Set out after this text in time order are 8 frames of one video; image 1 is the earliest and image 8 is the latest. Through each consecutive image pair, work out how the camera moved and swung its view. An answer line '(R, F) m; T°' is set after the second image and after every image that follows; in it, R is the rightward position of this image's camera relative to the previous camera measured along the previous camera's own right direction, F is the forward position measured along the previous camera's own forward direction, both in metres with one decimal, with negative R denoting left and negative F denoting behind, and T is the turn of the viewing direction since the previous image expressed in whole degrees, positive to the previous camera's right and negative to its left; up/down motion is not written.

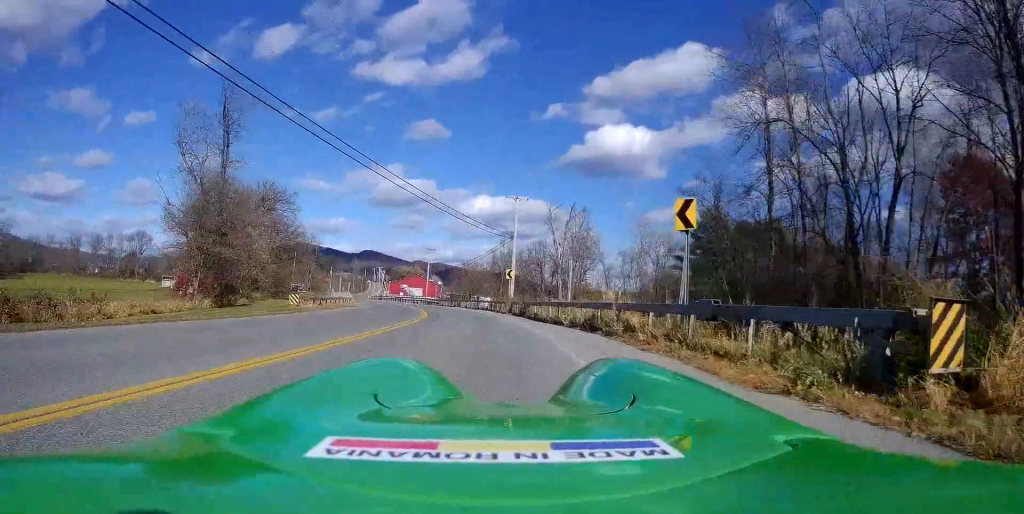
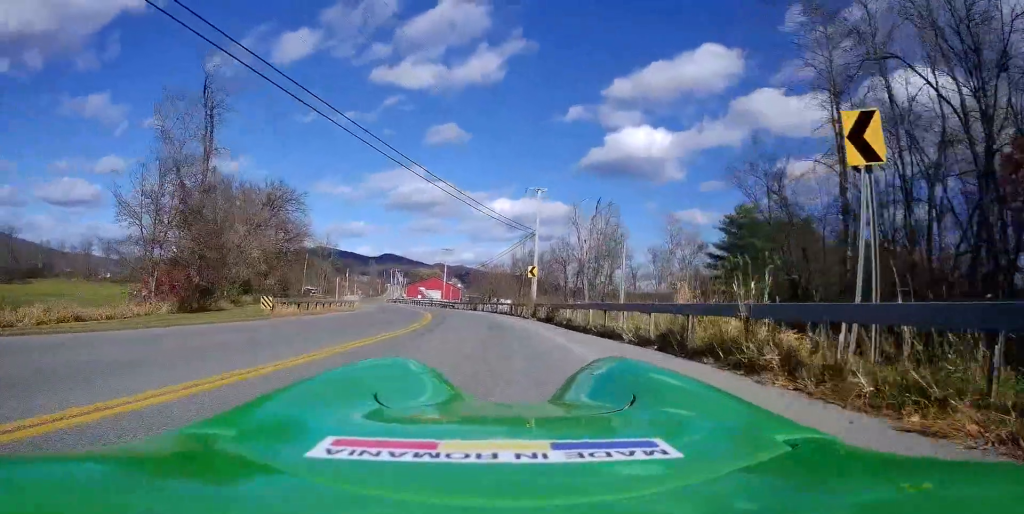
(-0.2, +5.2) m; -3°
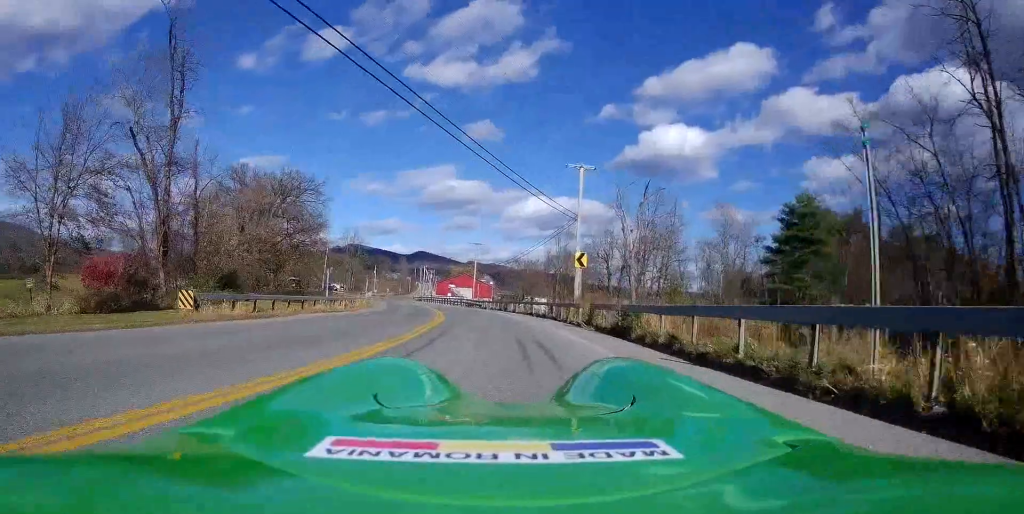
(-0.2, +8.3) m; -5°
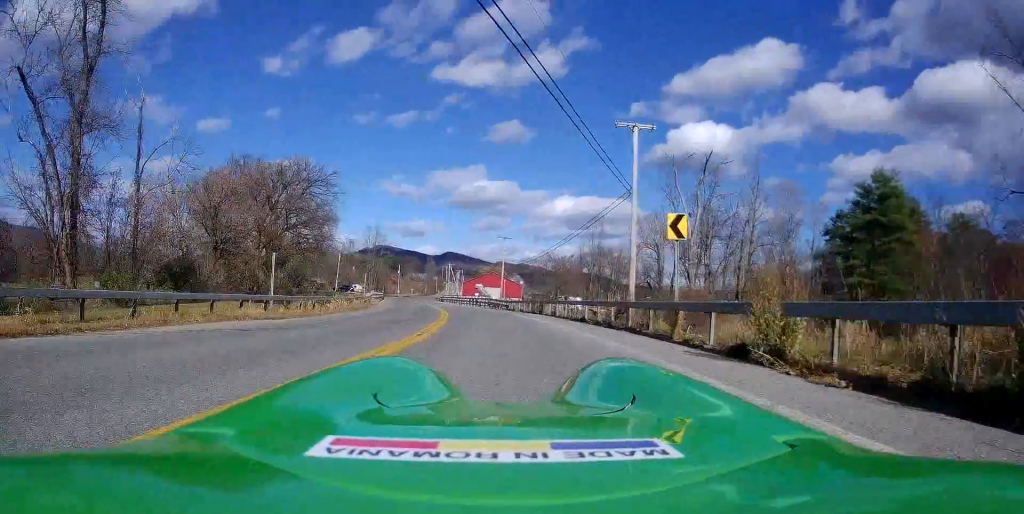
(-0.5, +9.9) m; -2°
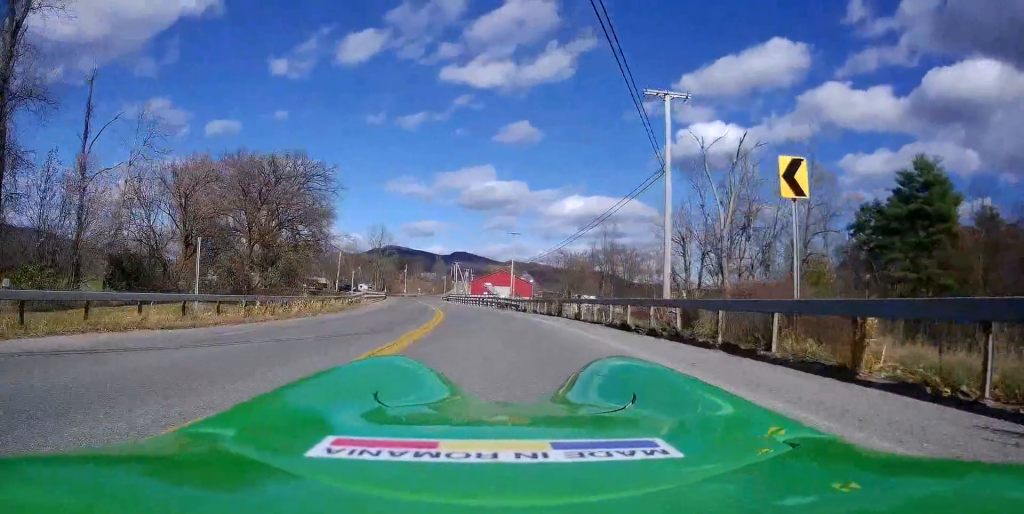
(+0.2, +5.1) m; +1°
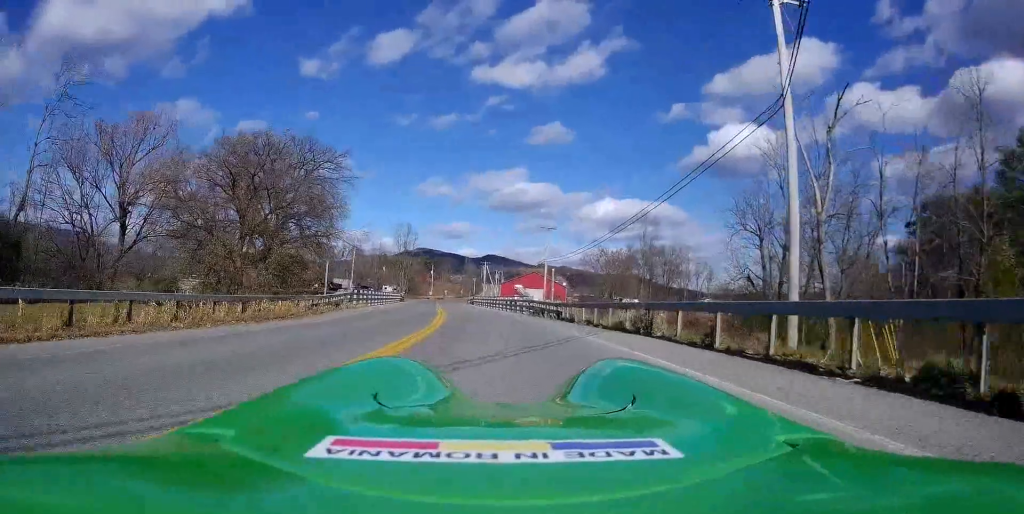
(-0.2, +8.9) m; -3°
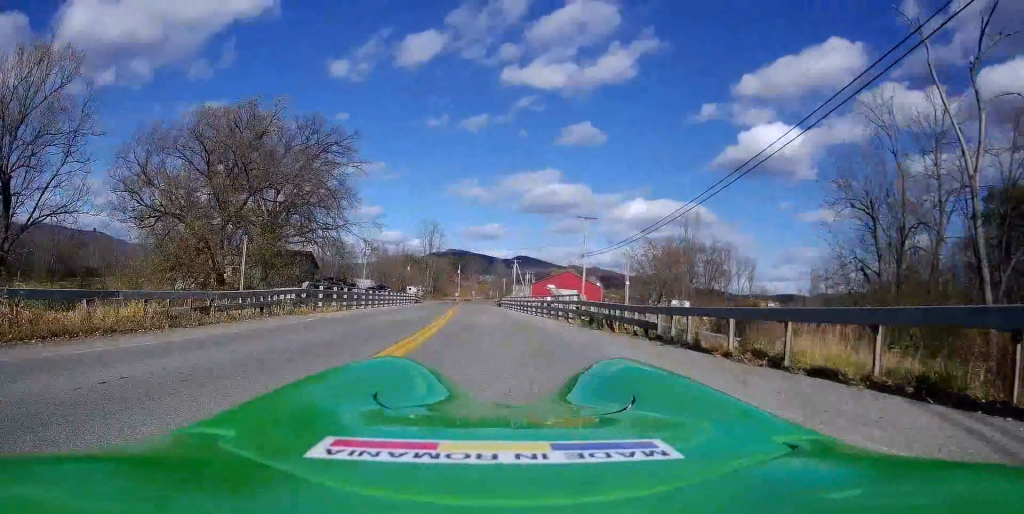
(-0.7, +14.8) m; -6°
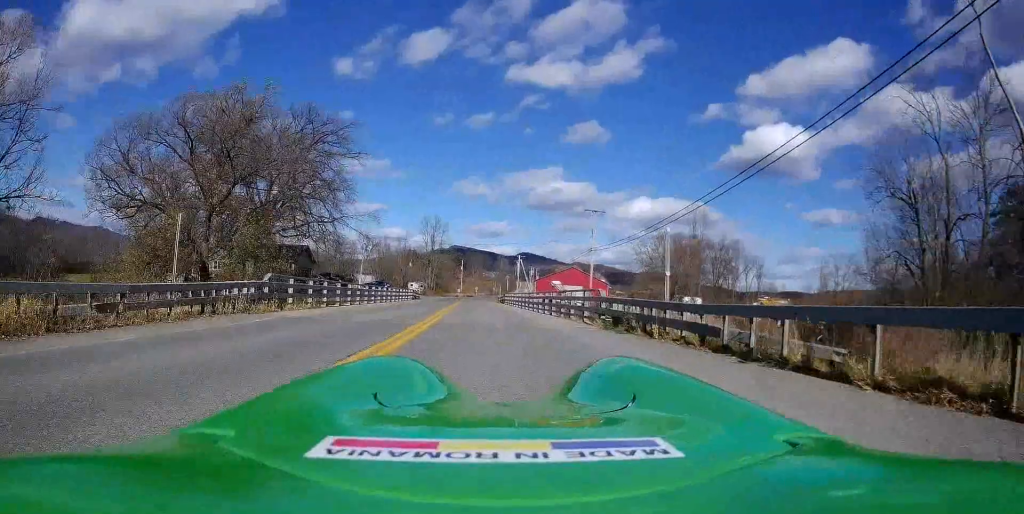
(-0.1, +4.3) m; -2°
